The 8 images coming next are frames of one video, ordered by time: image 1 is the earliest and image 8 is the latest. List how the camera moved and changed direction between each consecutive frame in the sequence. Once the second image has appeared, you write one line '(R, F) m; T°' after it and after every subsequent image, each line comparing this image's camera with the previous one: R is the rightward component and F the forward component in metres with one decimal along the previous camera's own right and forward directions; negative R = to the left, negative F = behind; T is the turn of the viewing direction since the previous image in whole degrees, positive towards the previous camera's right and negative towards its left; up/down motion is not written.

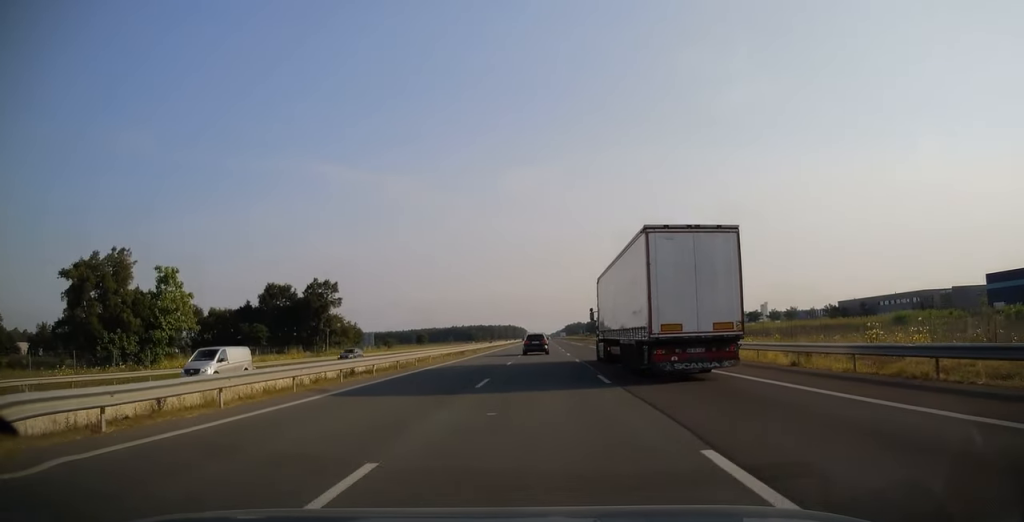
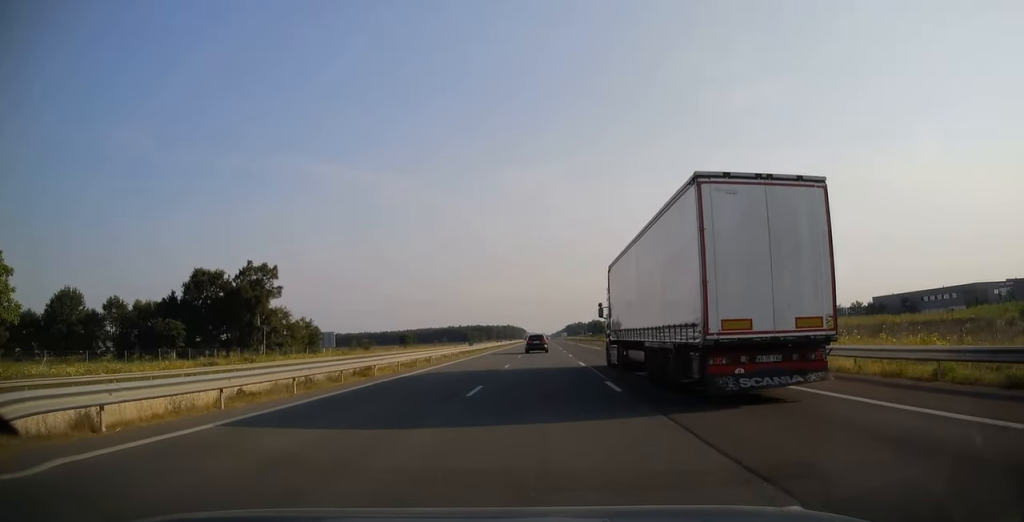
(0.0, +28.1) m; 0°
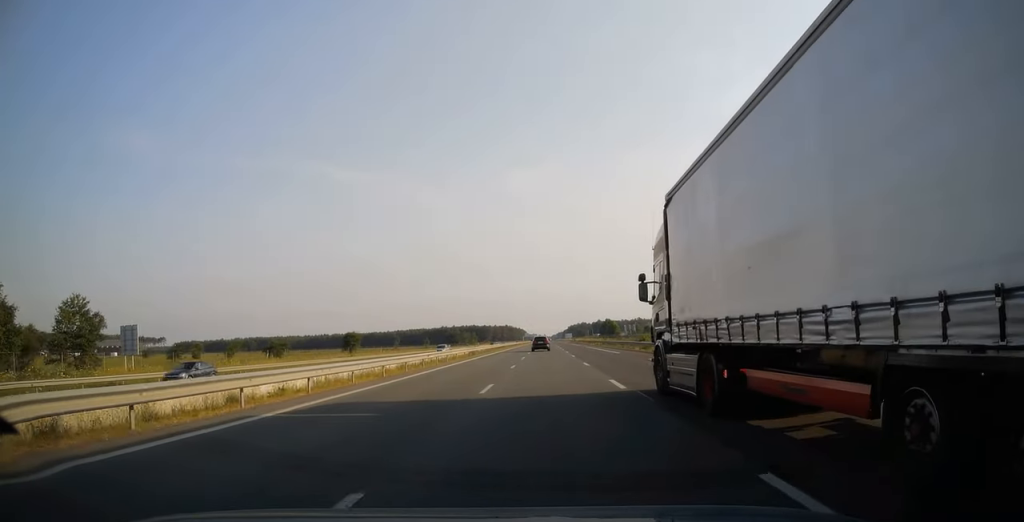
(-0.1, +63.6) m; 0°
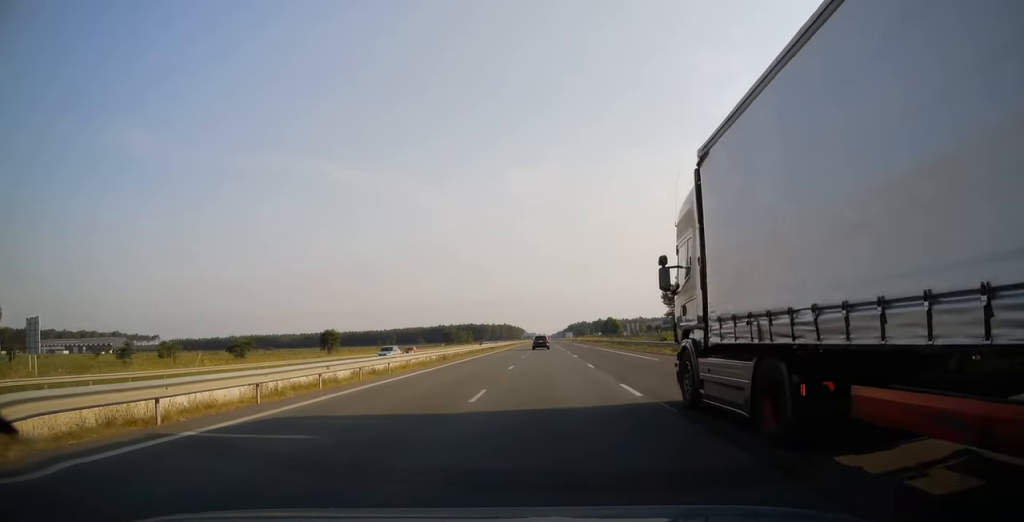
(0.0, +15.2) m; 0°
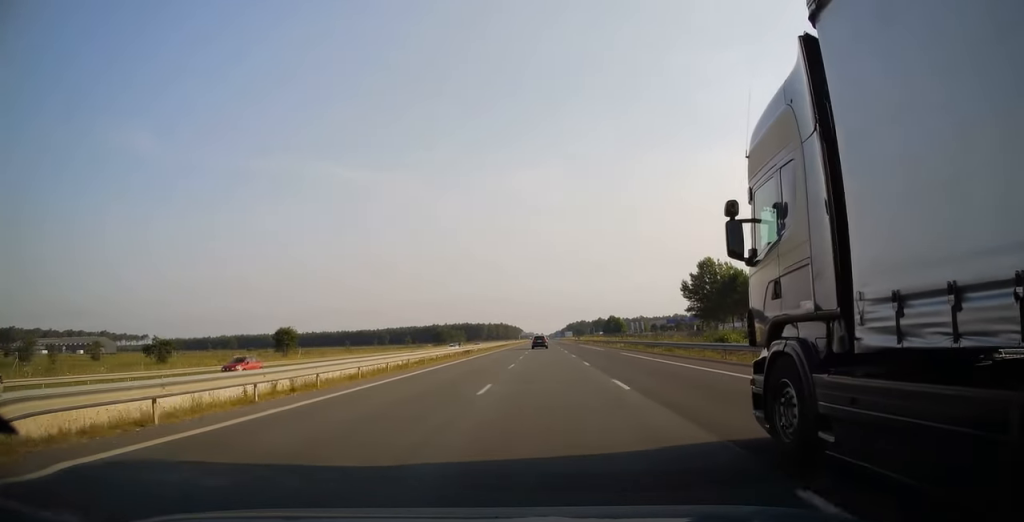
(0.0, +24.1) m; 0°
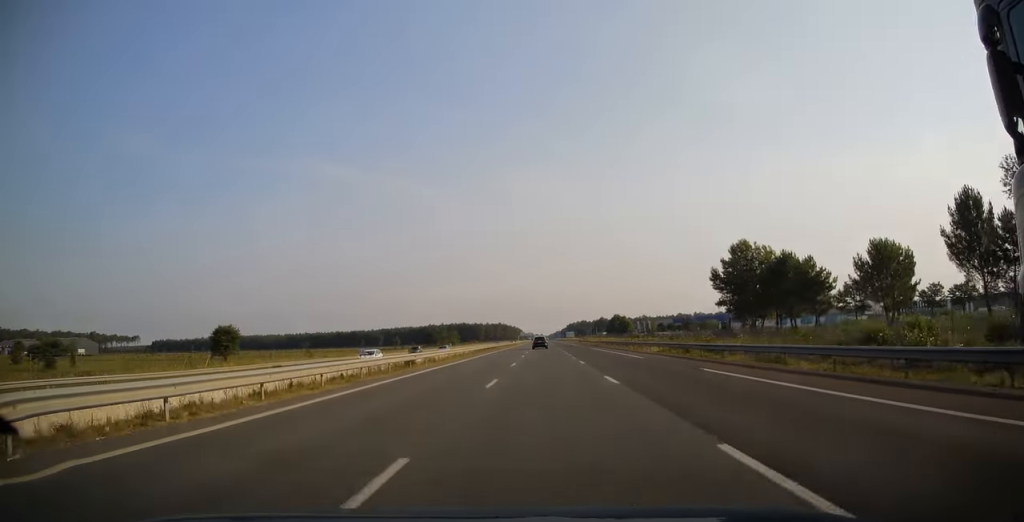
(0.0, +23.6) m; 0°
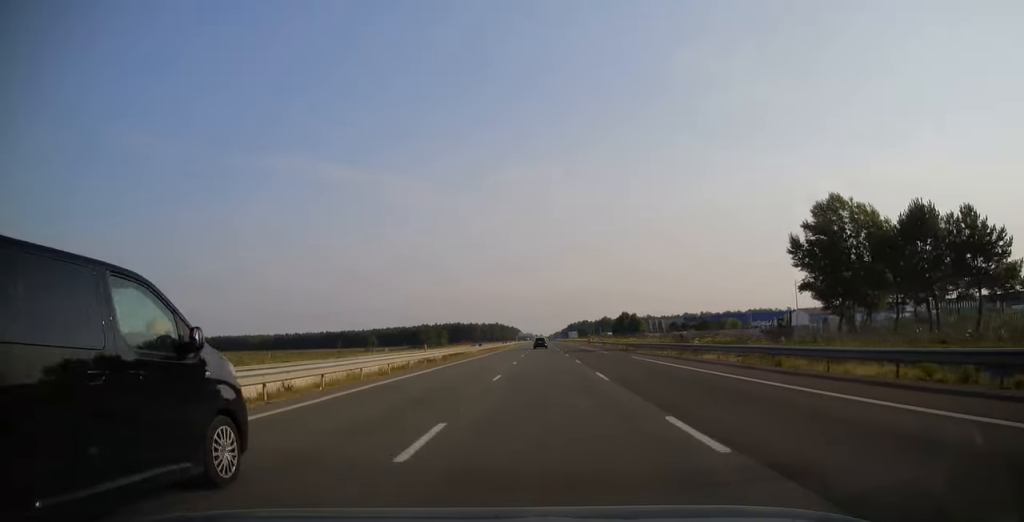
(+0.1, +35.7) m; 0°
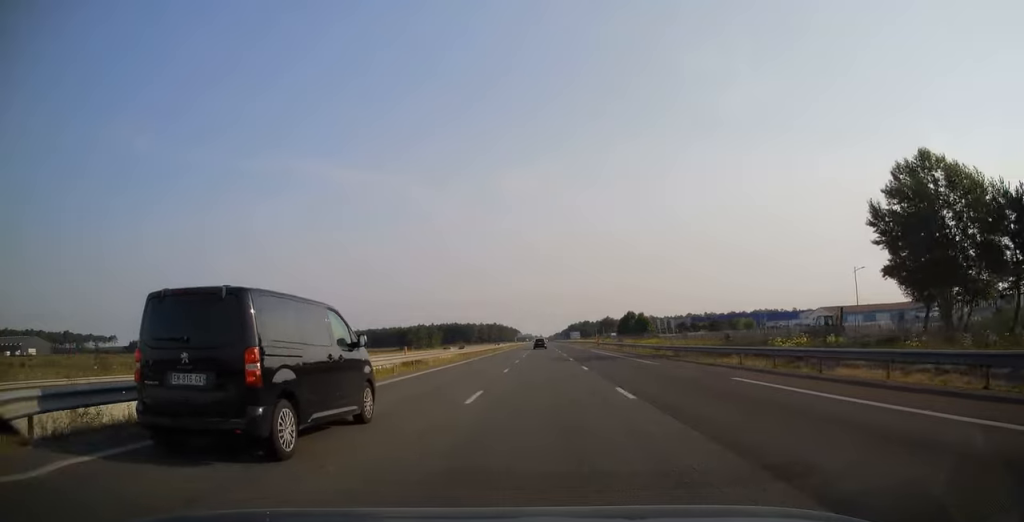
(0.0, +19.5) m; 0°
